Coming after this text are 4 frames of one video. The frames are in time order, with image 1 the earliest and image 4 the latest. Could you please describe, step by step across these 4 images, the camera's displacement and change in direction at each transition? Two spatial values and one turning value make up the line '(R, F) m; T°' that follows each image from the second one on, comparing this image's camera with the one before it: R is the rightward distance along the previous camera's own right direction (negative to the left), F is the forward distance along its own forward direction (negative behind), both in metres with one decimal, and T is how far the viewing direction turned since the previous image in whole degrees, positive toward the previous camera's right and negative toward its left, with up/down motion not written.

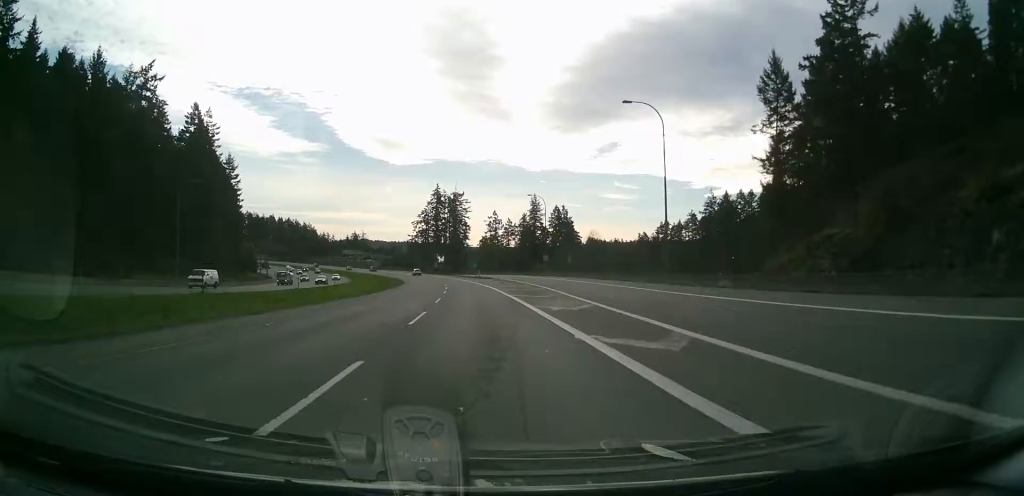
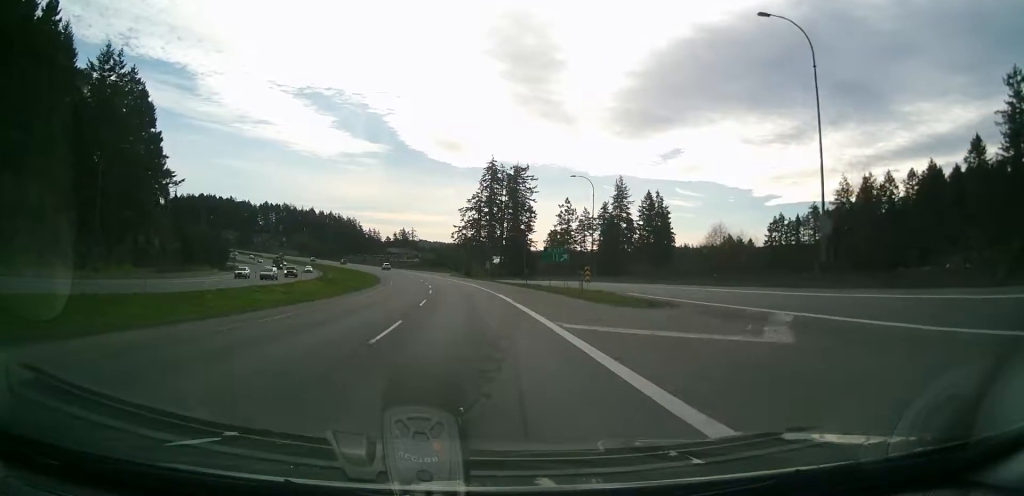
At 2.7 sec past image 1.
(+0.9, +82.0) m; 0°
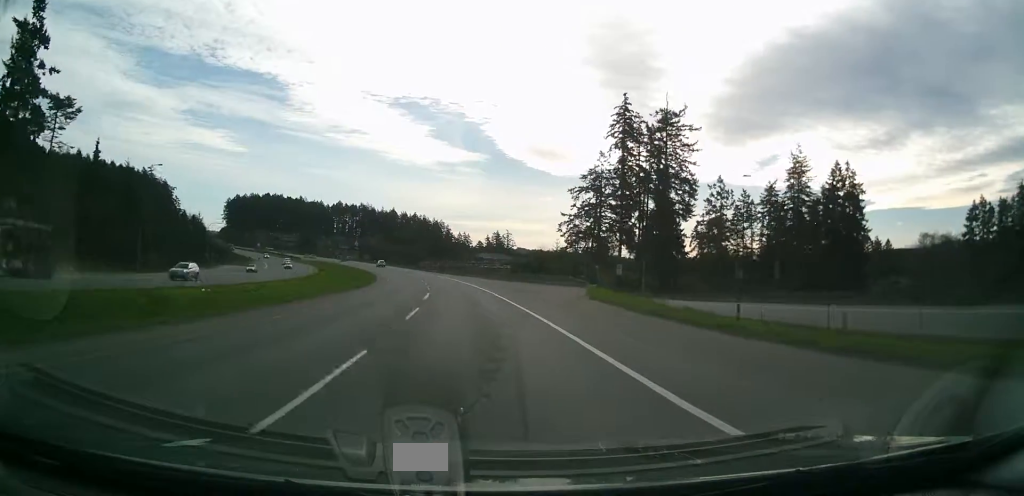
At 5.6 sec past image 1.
(-4.4, +83.9) m; -6°
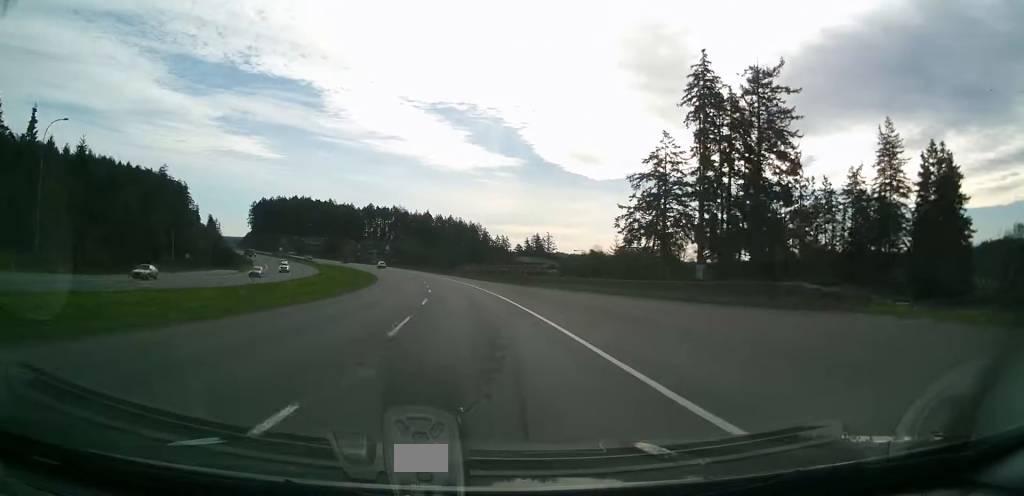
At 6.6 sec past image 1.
(-0.9, +30.3) m; -4°
